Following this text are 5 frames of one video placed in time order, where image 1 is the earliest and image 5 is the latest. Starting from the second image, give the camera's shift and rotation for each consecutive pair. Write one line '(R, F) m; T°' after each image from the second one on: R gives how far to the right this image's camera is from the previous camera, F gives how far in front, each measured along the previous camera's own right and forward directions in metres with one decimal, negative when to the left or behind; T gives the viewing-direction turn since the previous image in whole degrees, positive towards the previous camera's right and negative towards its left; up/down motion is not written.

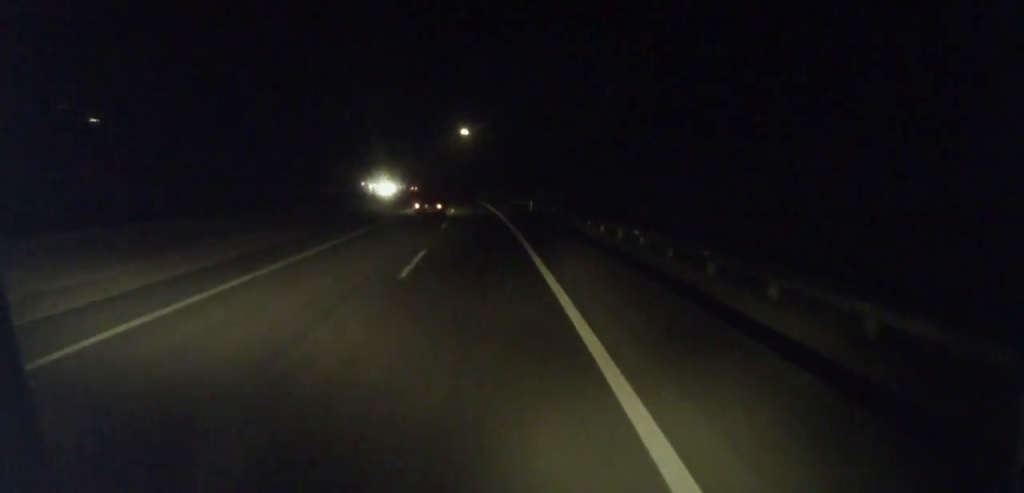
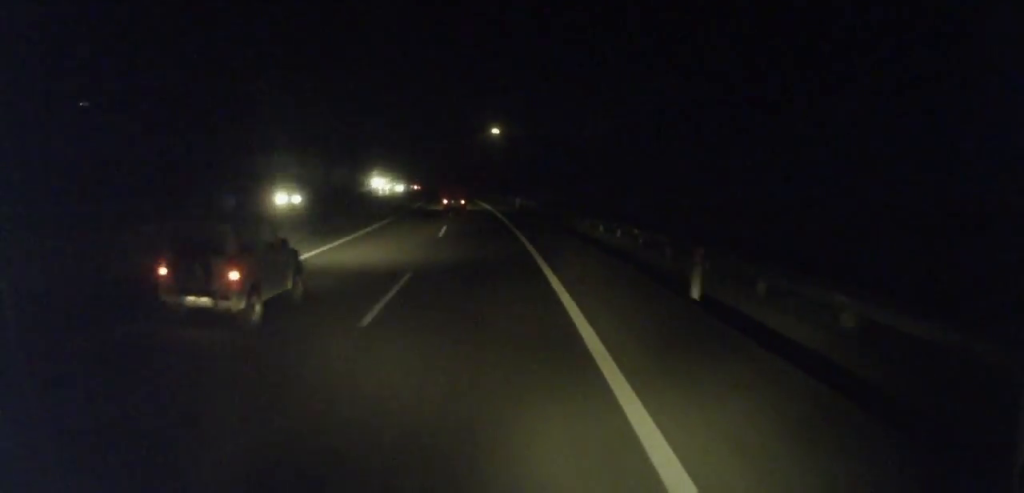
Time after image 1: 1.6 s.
(-2.8, +39.6) m; -3°
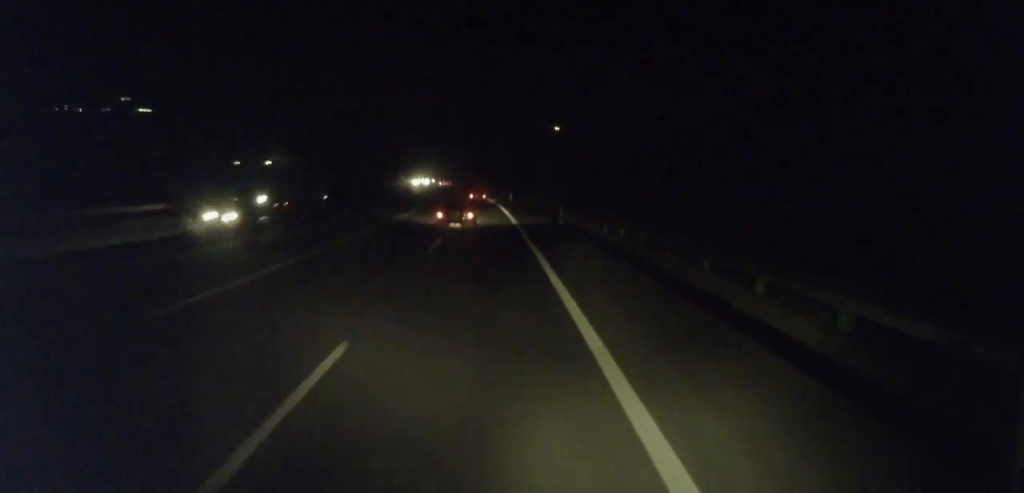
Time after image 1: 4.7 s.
(-4.4, +76.5) m; -6°
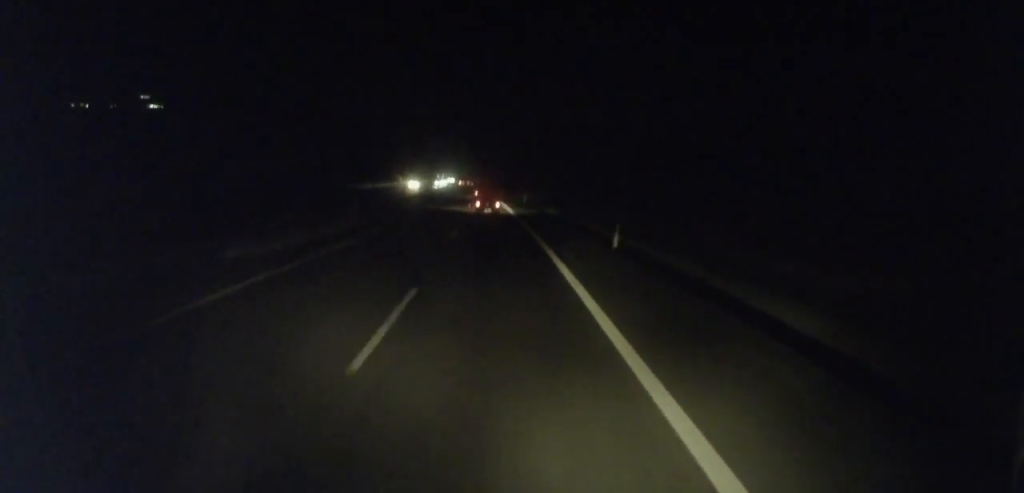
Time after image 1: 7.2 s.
(-3.2, +63.8) m; -1°
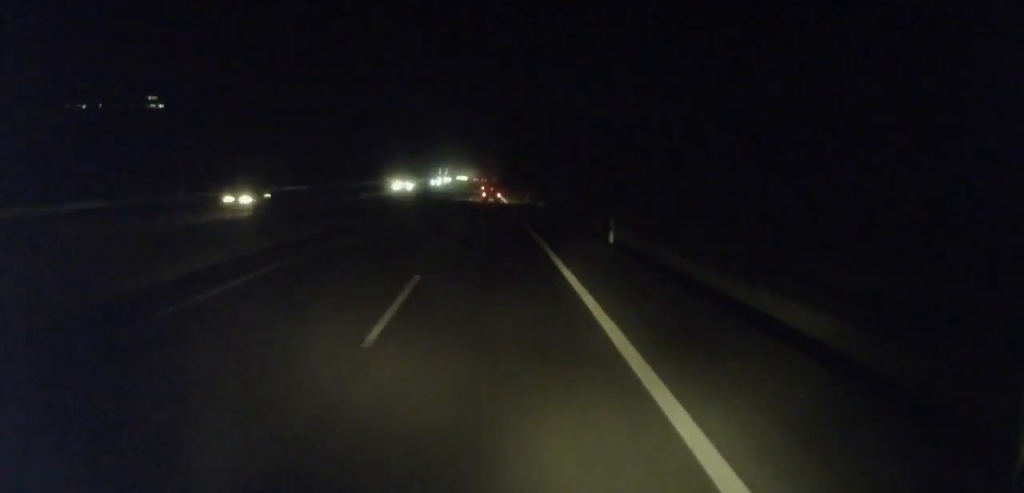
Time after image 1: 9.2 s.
(-0.3, +50.3) m; -1°
